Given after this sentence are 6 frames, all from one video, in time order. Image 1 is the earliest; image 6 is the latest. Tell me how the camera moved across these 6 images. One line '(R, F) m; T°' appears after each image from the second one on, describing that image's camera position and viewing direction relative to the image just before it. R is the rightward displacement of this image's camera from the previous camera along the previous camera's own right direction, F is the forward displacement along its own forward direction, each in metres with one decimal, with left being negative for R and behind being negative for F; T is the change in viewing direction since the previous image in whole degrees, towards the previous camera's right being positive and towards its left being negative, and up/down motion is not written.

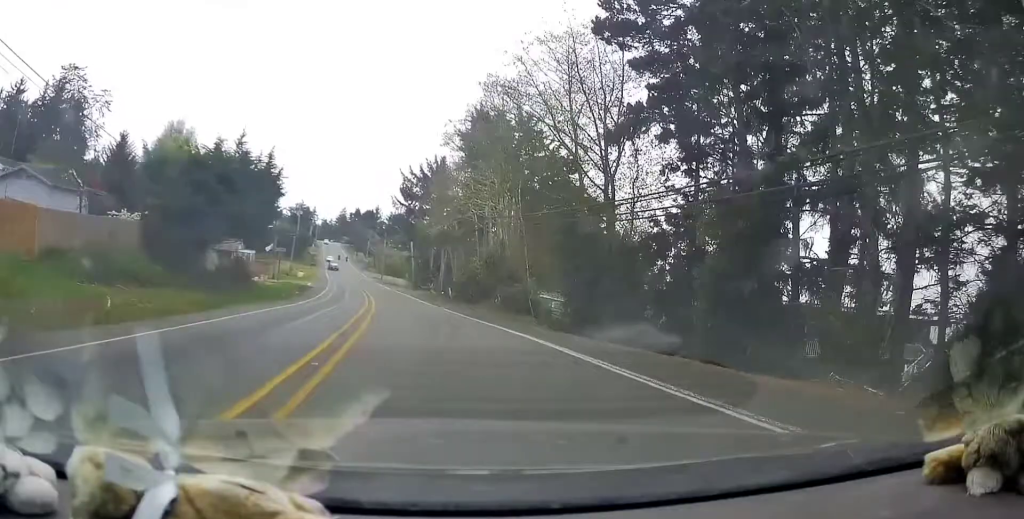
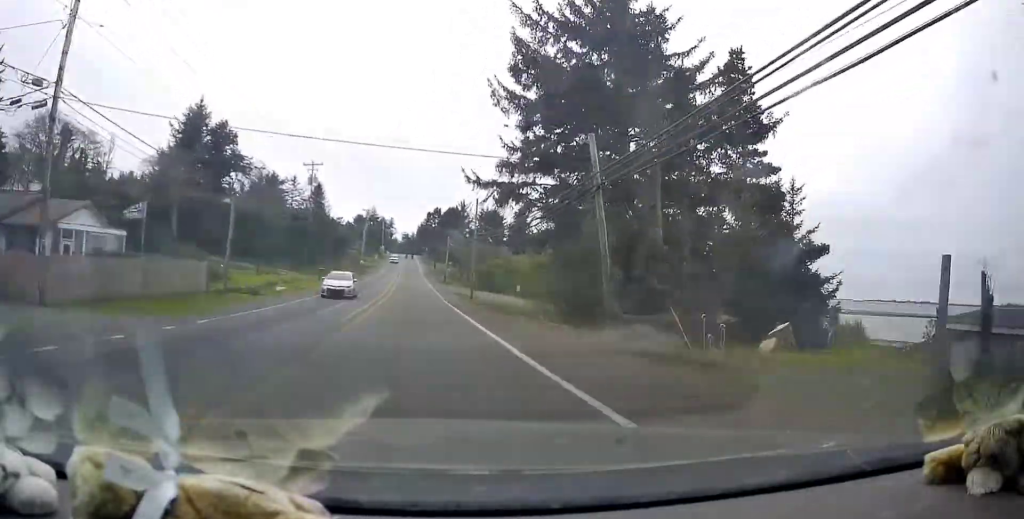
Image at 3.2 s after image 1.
(-3.8, +58.9) m; -8°
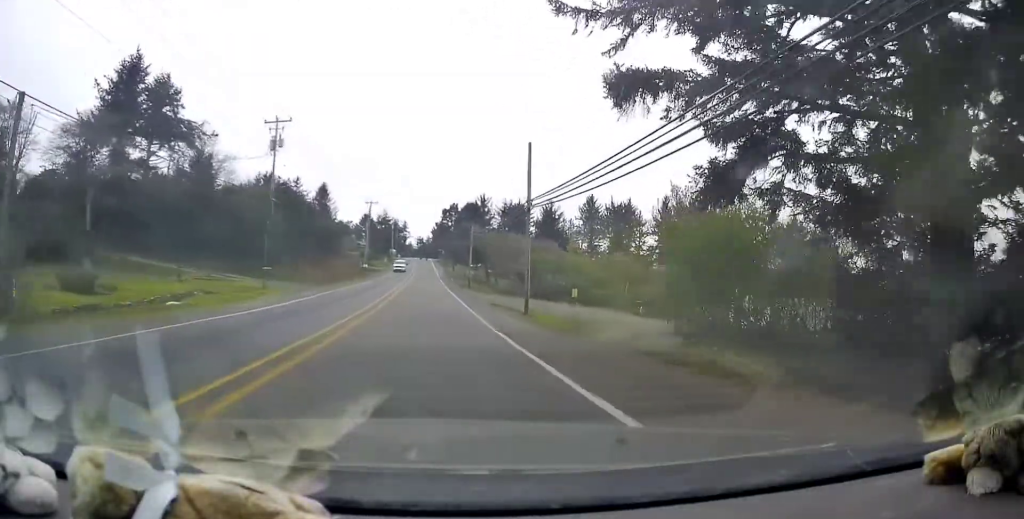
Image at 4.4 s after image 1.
(-0.5, +22.2) m; -2°
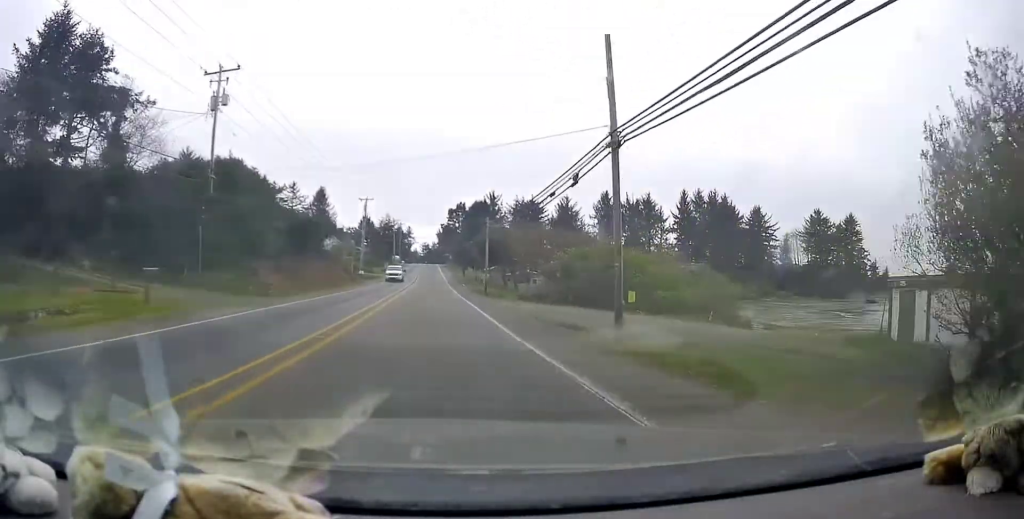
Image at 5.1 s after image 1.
(-0.2, +14.7) m; -2°
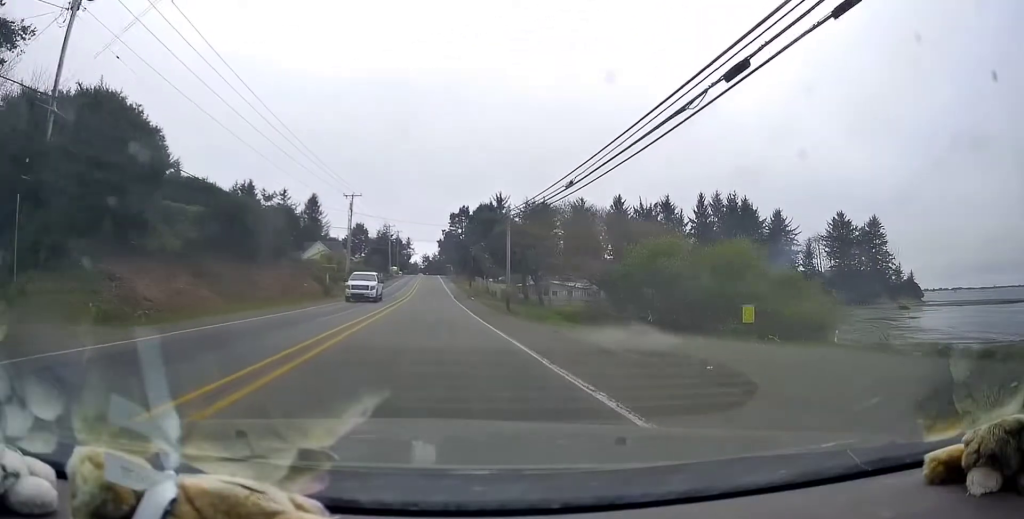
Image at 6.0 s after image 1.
(-0.2, +16.4) m; -2°
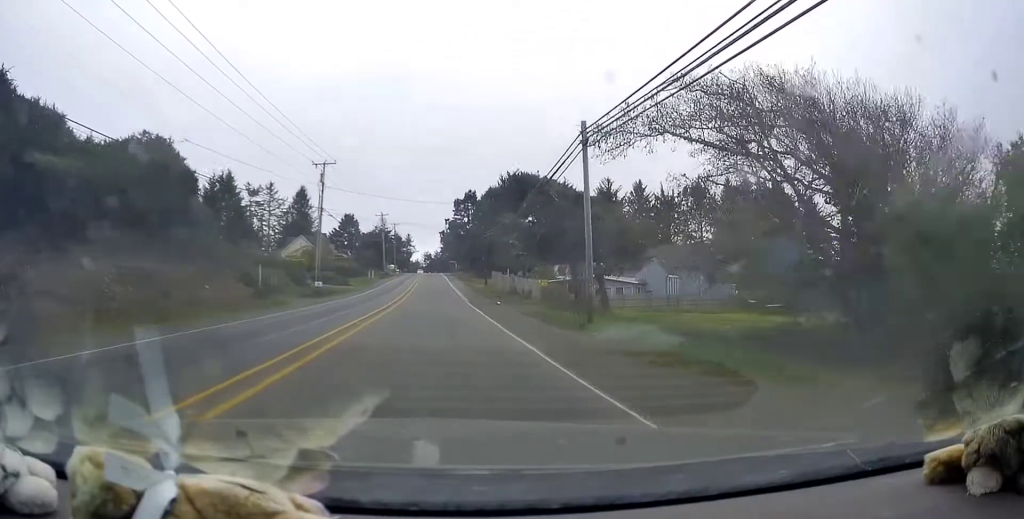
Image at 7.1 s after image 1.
(-0.4, +20.5) m; -2°
